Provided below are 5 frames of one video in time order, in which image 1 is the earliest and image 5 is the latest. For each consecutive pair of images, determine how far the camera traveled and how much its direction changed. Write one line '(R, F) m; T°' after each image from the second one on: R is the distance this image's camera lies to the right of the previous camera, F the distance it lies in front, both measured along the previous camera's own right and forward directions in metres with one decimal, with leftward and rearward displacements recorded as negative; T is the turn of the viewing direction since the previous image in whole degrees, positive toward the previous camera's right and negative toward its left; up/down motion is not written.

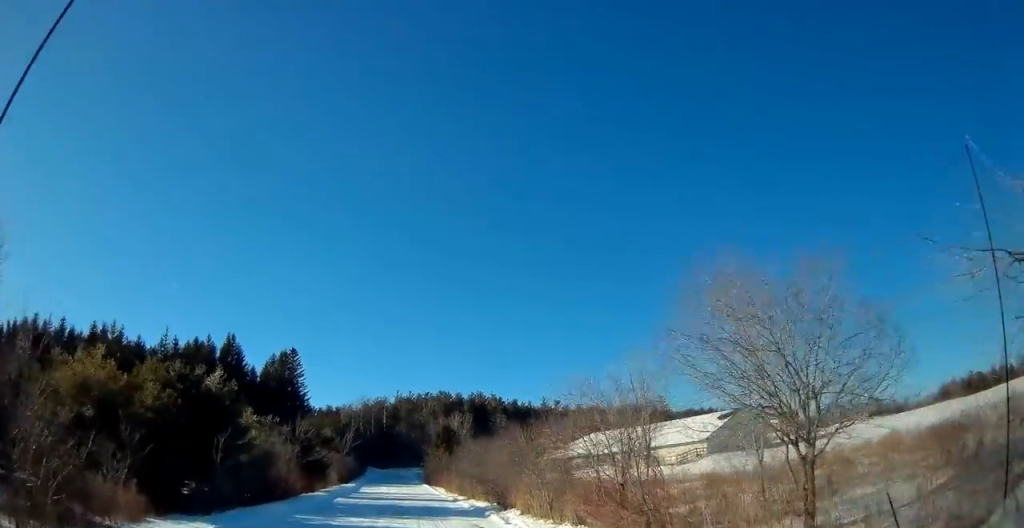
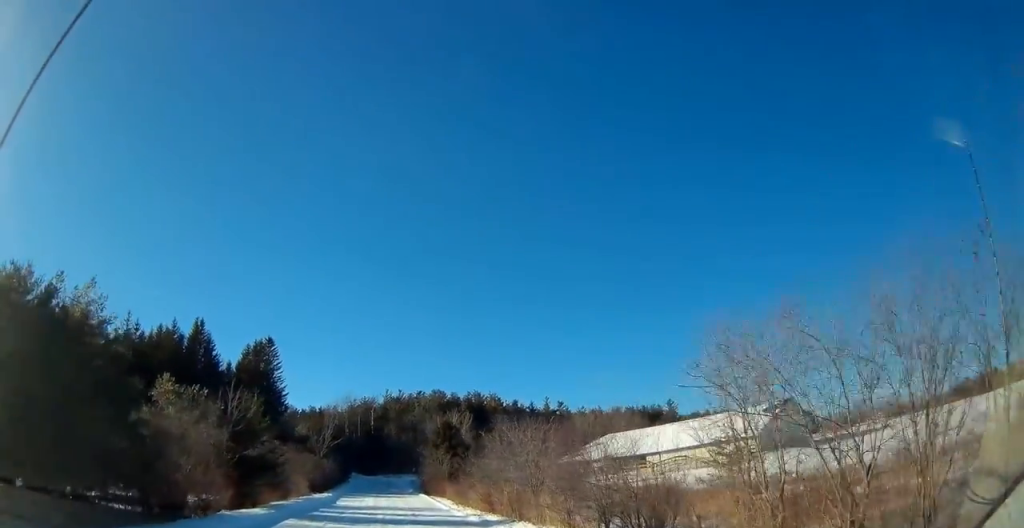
(0.0, +15.0) m; +1°
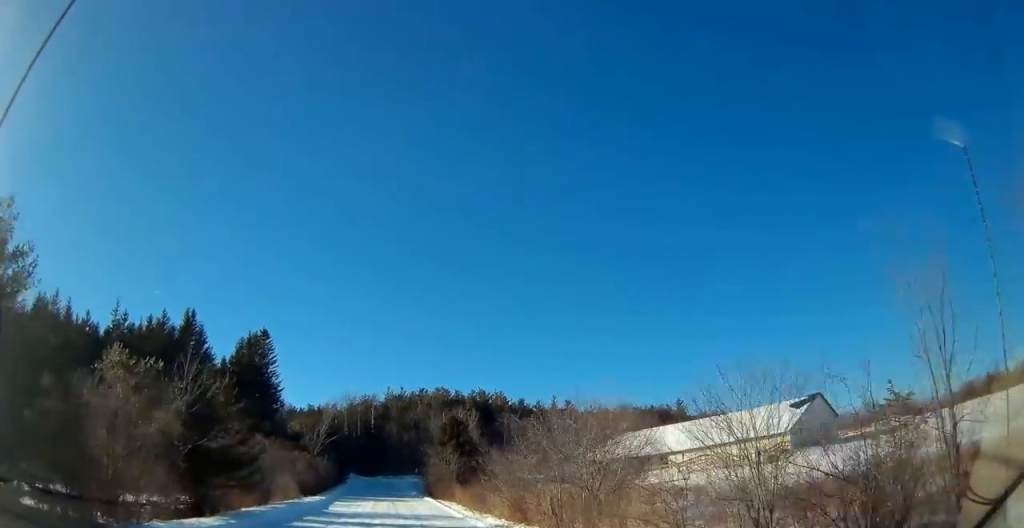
(+0.1, +6.9) m; +1°
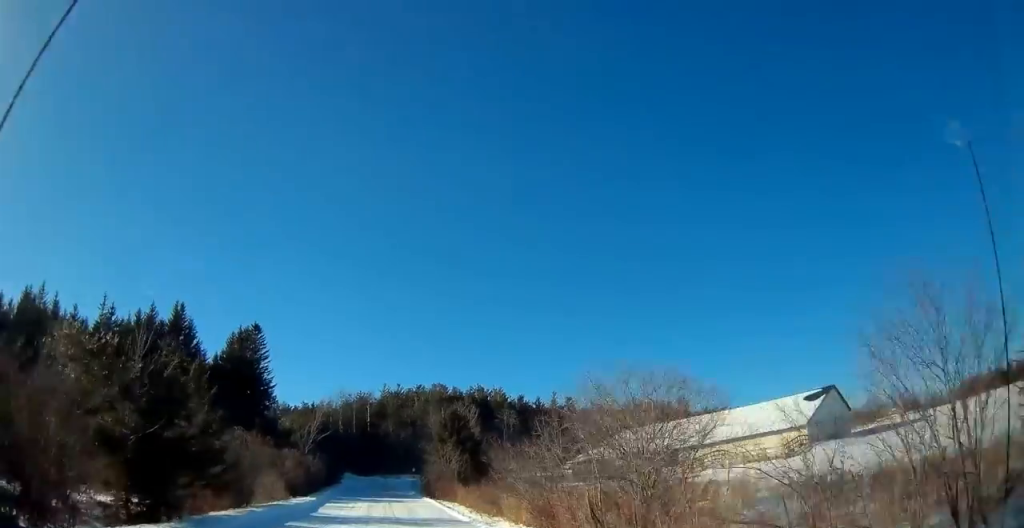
(+0.1, +4.2) m; 0°
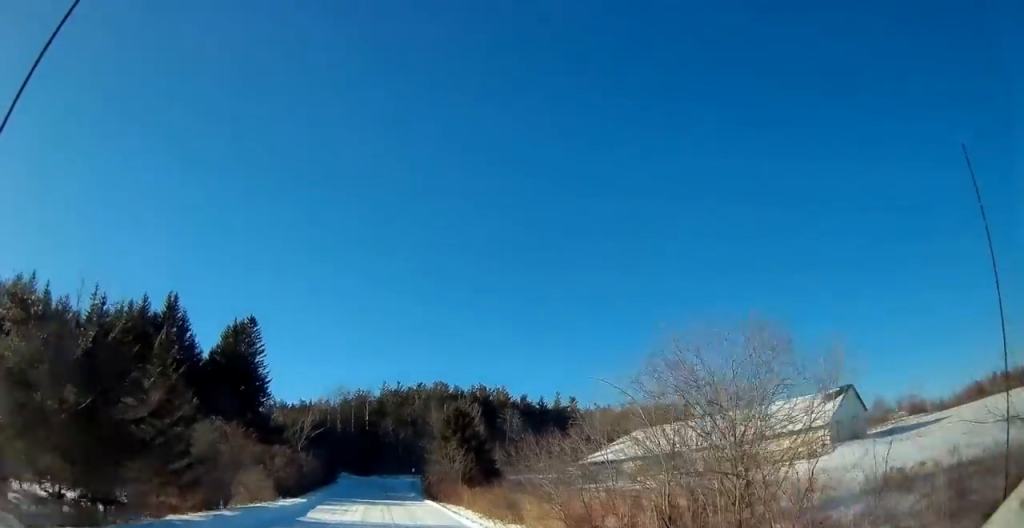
(-0.1, +4.0) m; -1°
